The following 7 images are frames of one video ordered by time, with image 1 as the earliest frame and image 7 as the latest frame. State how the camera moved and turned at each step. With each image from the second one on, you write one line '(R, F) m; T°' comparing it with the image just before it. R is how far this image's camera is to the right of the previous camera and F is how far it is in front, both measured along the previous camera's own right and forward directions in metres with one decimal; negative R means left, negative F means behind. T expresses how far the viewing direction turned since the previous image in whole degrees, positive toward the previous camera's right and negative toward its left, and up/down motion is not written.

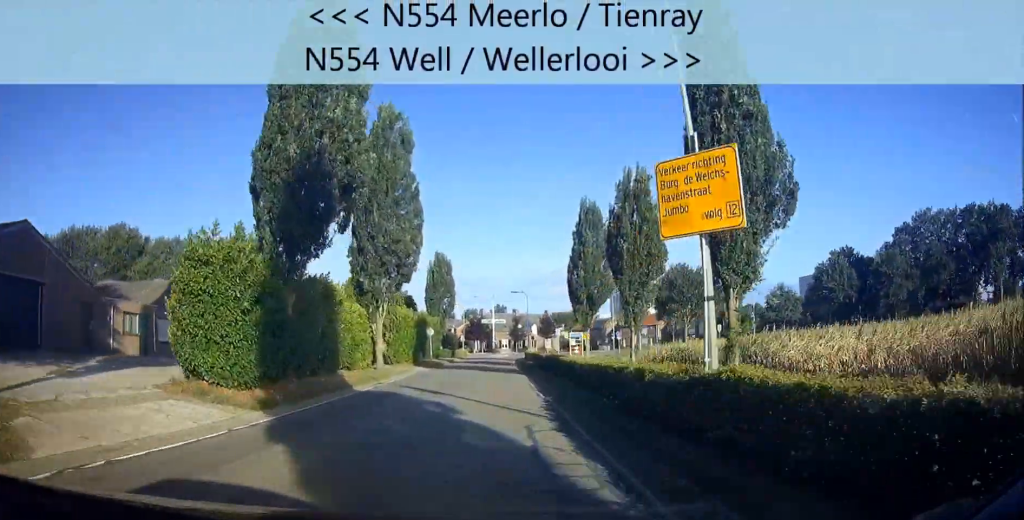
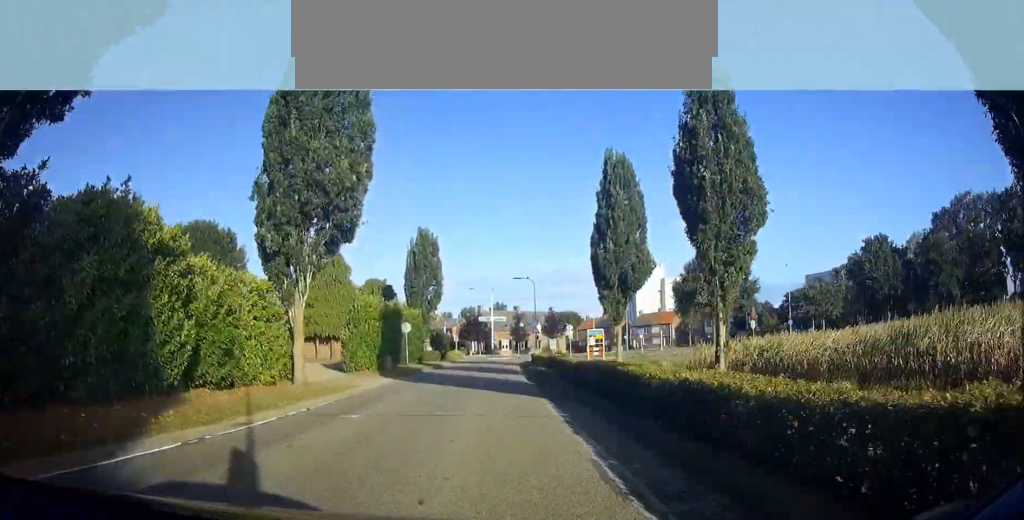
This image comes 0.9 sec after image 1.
(-0.1, +12.2) m; 0°
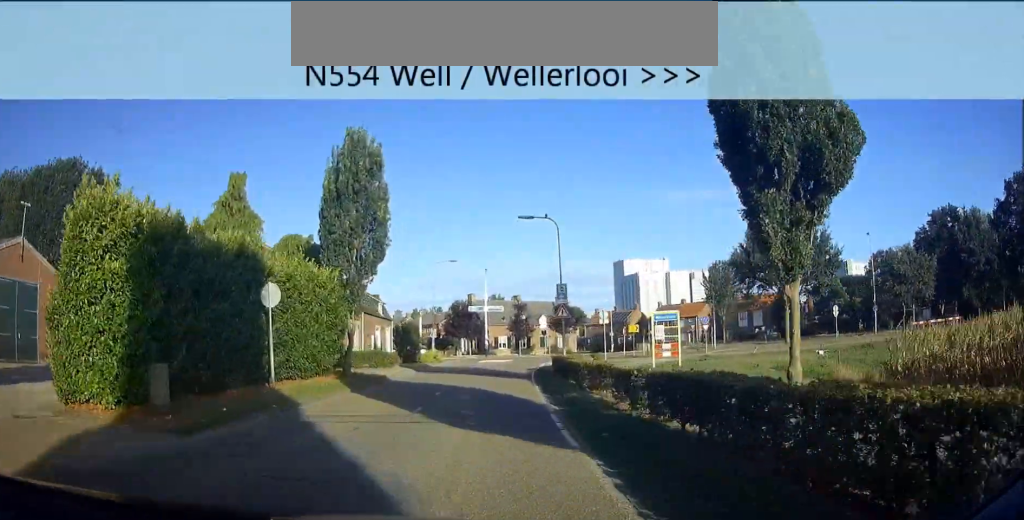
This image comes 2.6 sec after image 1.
(0.0, +20.2) m; +1°
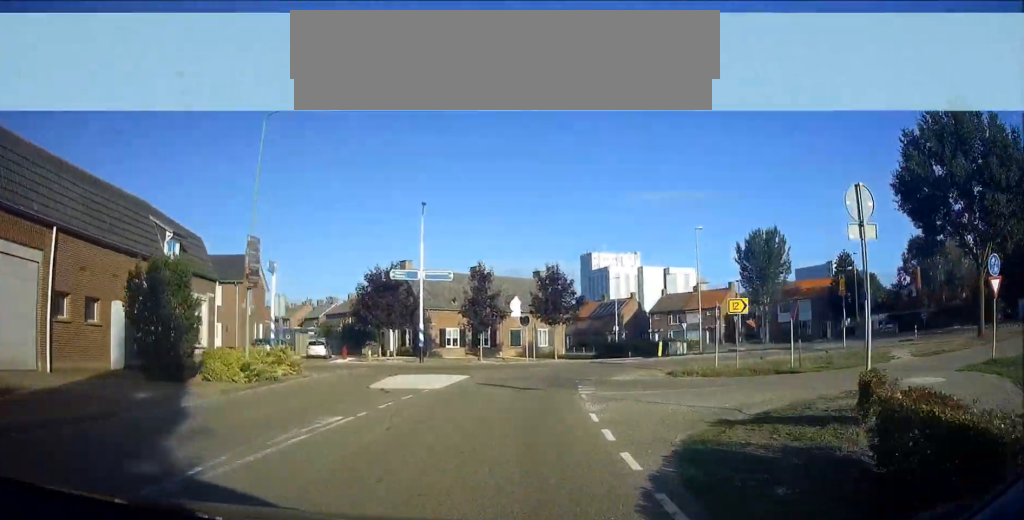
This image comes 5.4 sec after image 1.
(+0.8, +28.2) m; +7°
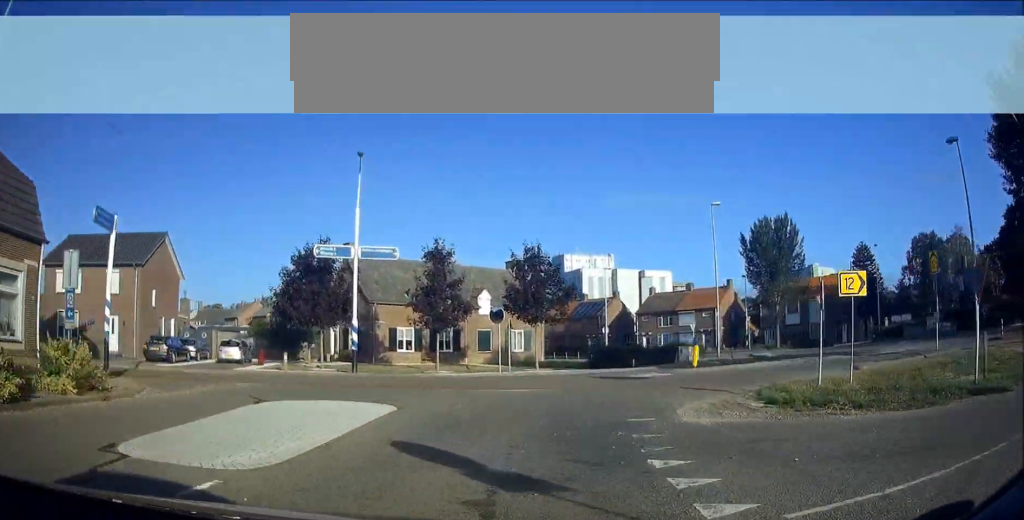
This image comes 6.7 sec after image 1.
(-0.6, +10.9) m; +9°
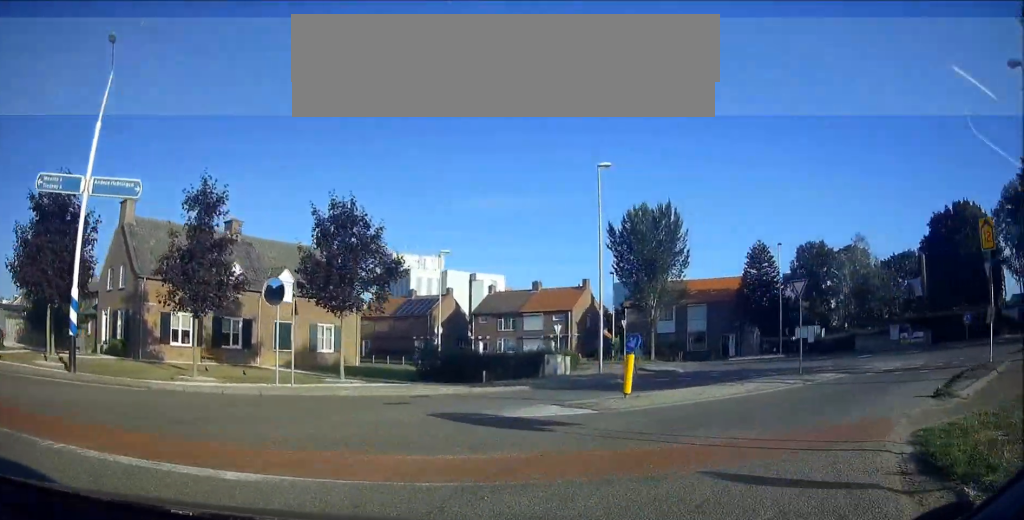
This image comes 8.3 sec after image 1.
(+2.9, +11.0) m; +37°
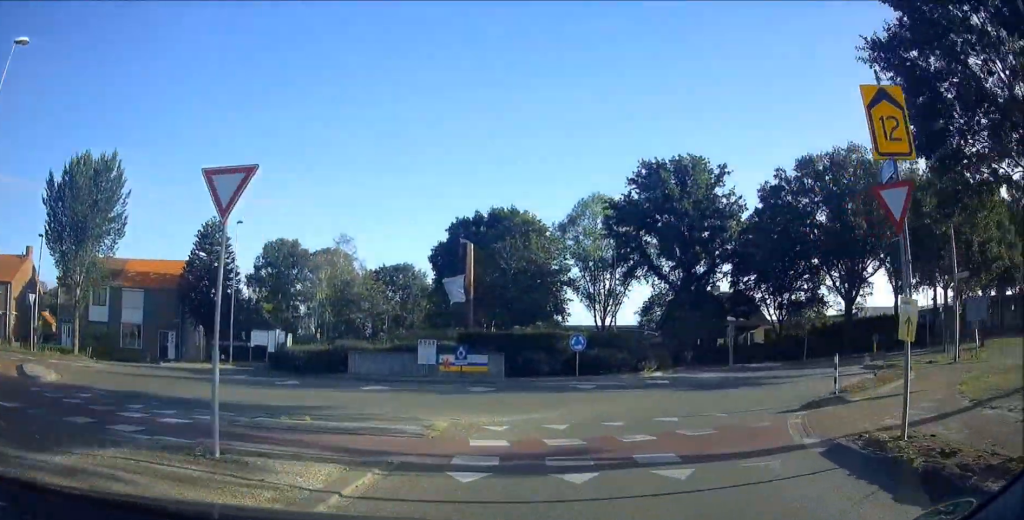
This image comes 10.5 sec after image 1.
(+6.8, +12.3) m; +36°
